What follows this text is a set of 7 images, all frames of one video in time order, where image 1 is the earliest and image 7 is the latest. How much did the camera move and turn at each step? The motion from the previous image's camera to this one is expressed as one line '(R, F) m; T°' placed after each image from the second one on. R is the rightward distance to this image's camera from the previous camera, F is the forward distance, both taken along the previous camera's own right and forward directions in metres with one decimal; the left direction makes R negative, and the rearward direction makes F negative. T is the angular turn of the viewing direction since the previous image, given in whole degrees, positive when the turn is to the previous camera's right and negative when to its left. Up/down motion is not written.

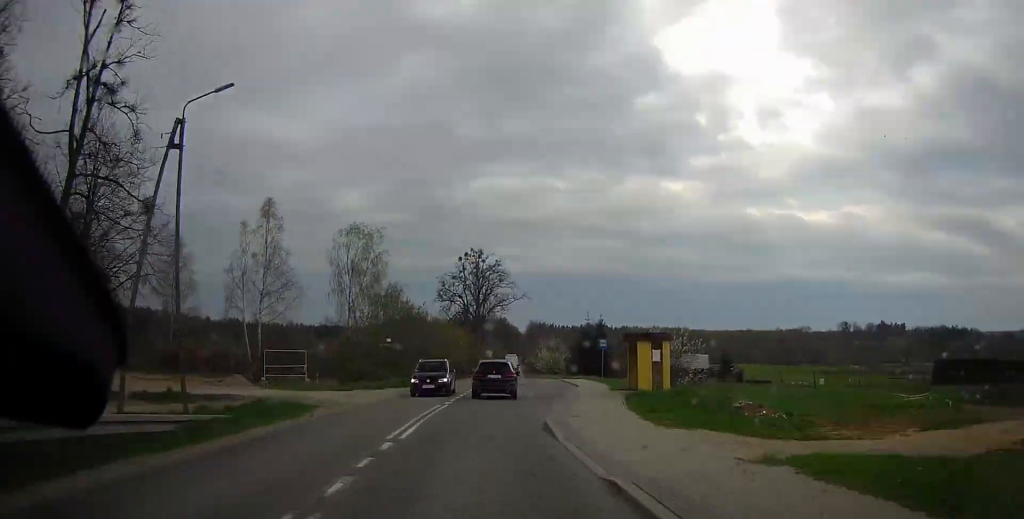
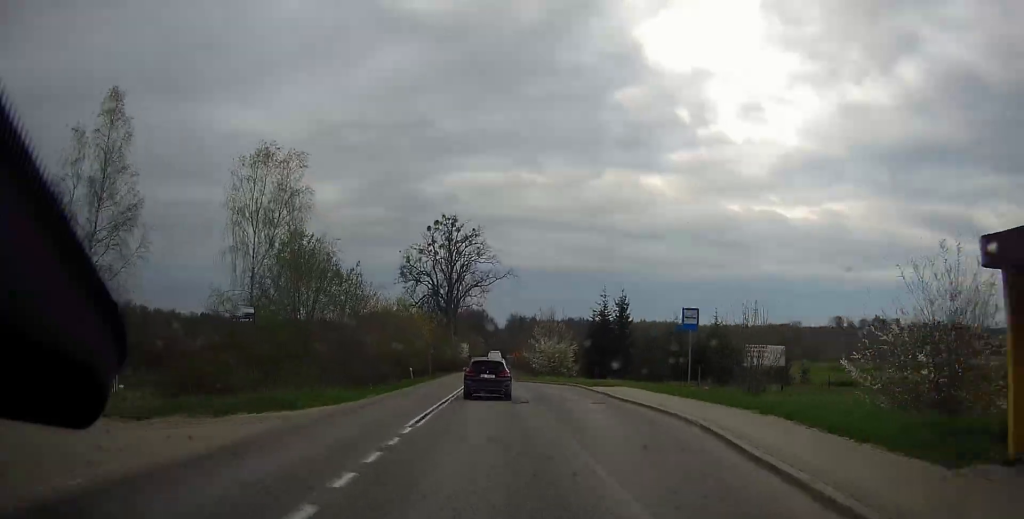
(+0.4, +23.4) m; +2°
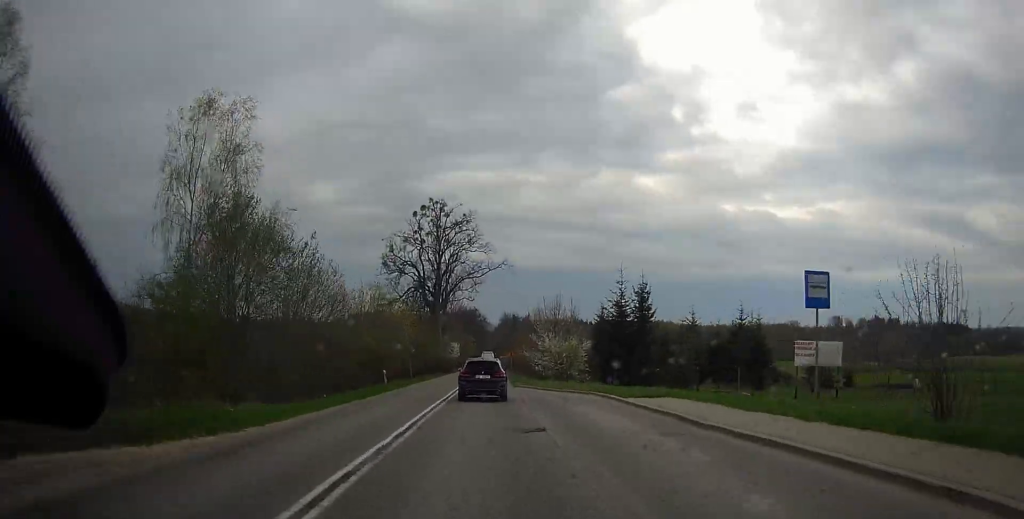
(+0.1, +9.4) m; +1°
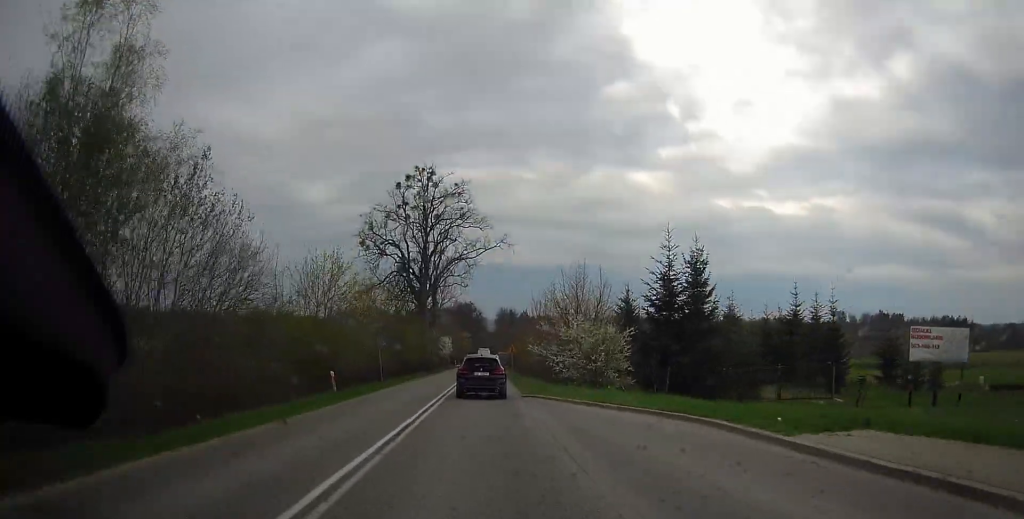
(+0.1, +12.6) m; 0°
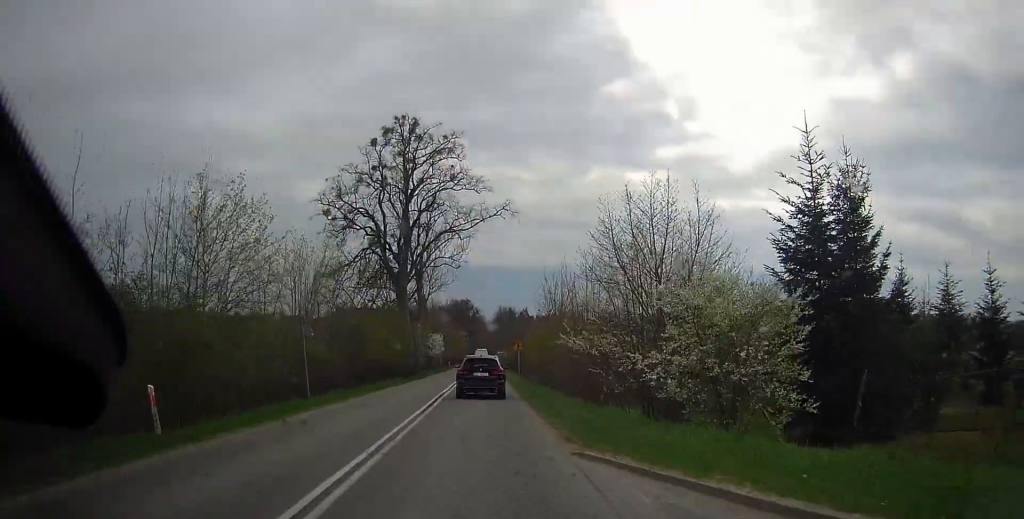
(0.0, +15.2) m; 0°
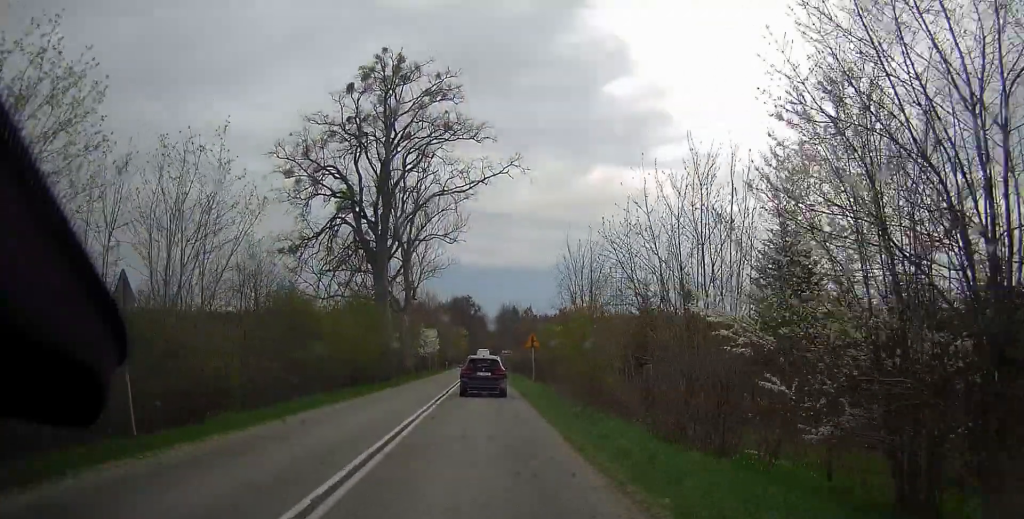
(-0.1, +12.2) m; 0°
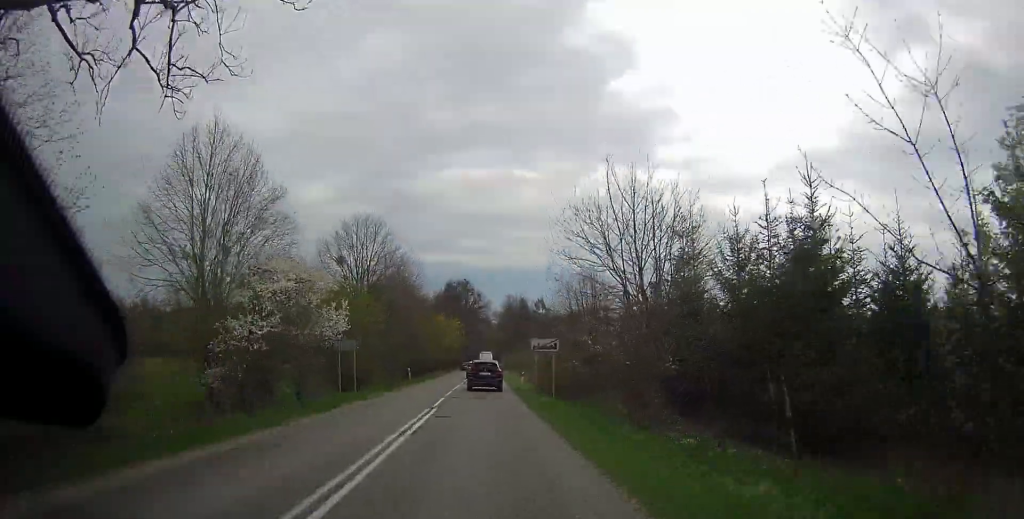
(0.0, +49.3) m; 0°
